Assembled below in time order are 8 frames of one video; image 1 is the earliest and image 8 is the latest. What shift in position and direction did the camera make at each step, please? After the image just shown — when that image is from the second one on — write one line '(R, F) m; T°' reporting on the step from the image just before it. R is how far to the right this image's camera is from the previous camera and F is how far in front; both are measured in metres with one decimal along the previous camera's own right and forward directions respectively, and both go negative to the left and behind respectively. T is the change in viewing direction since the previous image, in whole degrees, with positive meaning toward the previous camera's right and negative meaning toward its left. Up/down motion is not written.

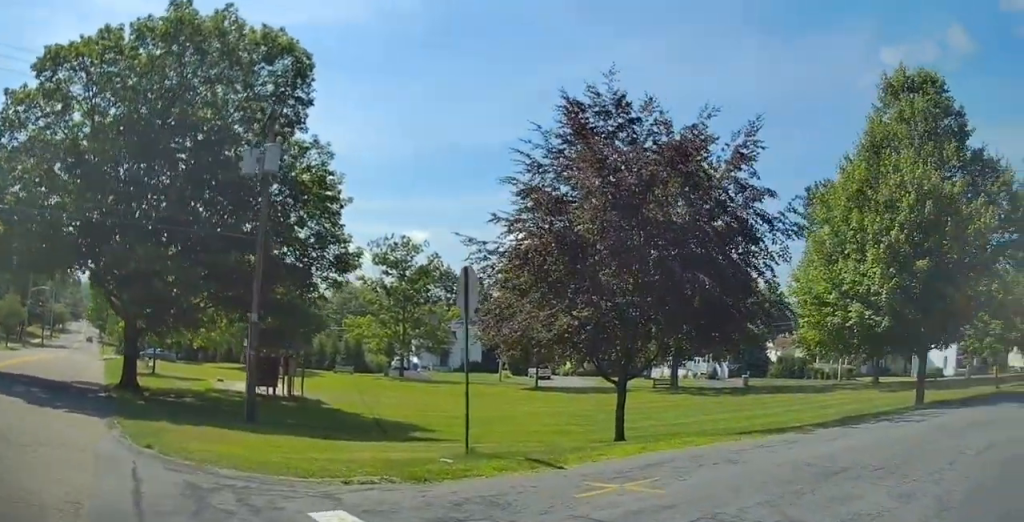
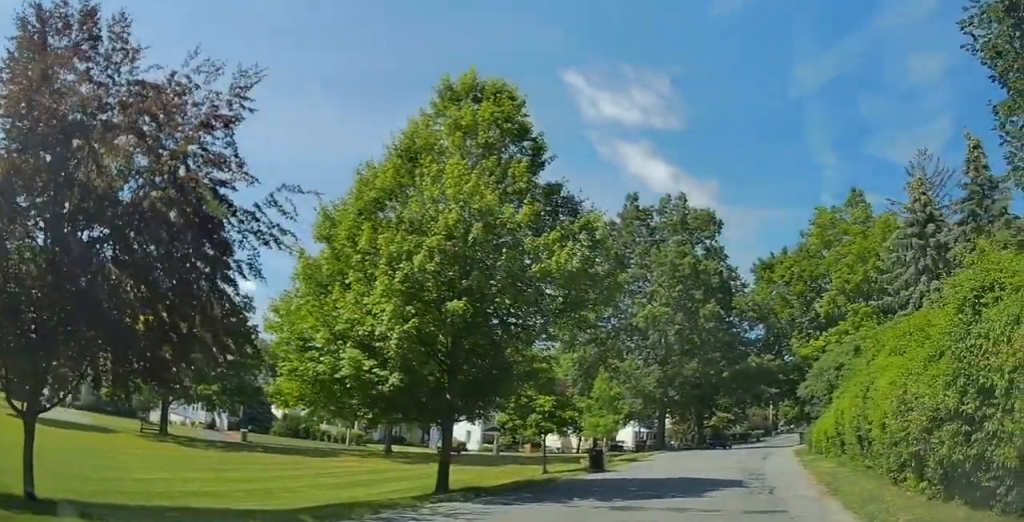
(+1.3, +8.0) m; +38°
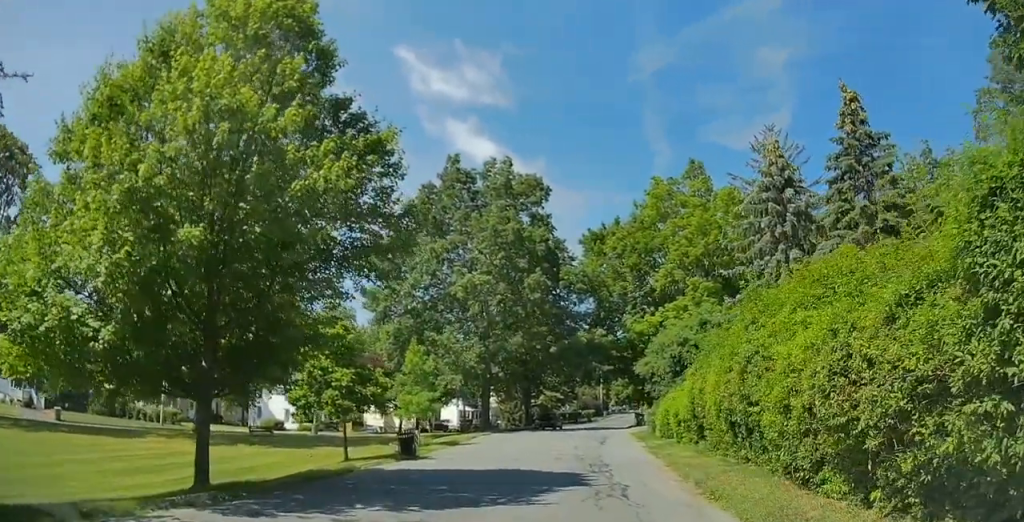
(+1.9, +4.8) m; +14°
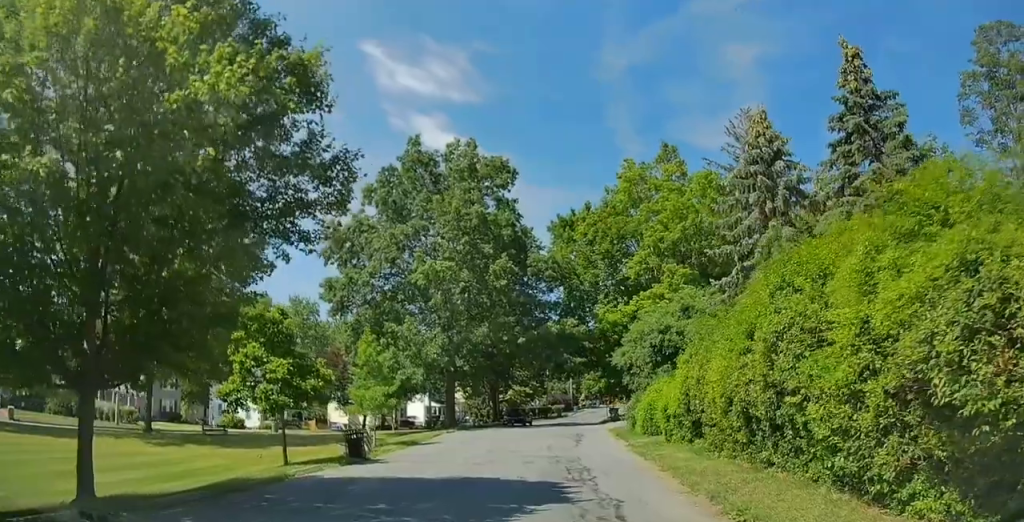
(+1.7, +3.8) m; +5°
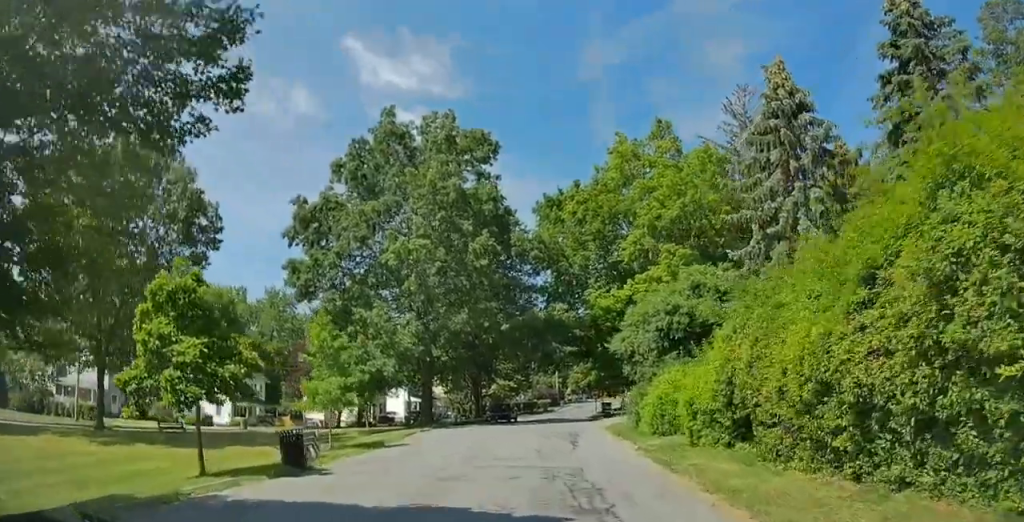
(-1.4, +5.5) m; -4°
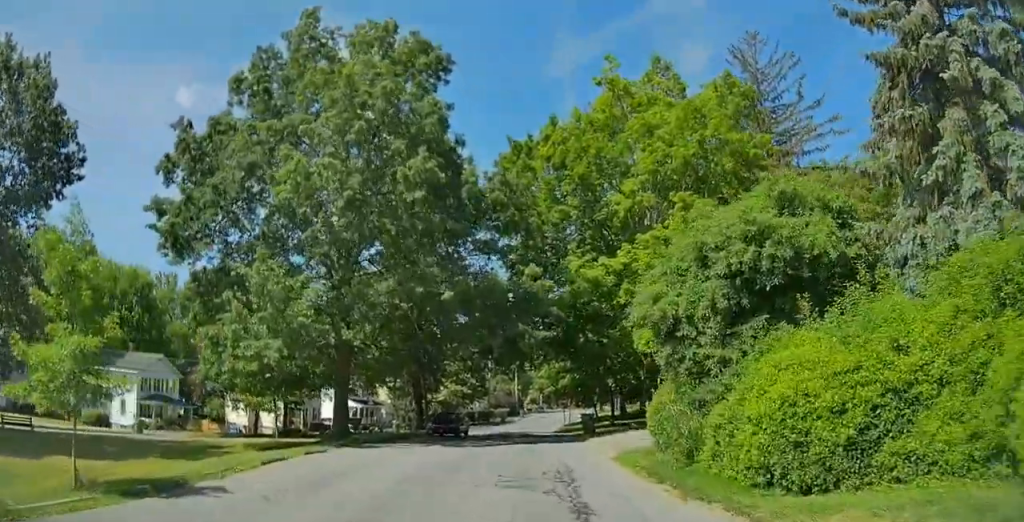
(0.0, +13.4) m; -1°
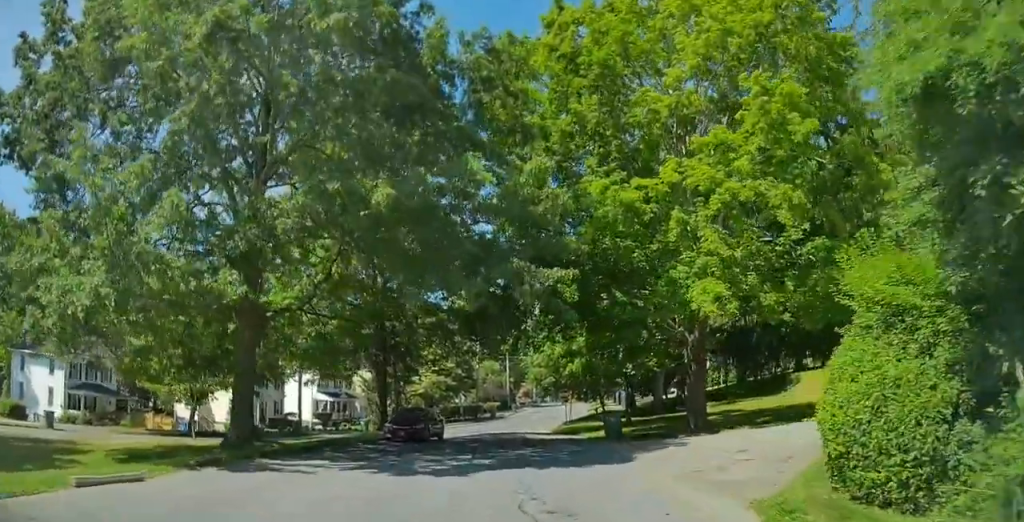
(-1.1, +10.8) m; -5°
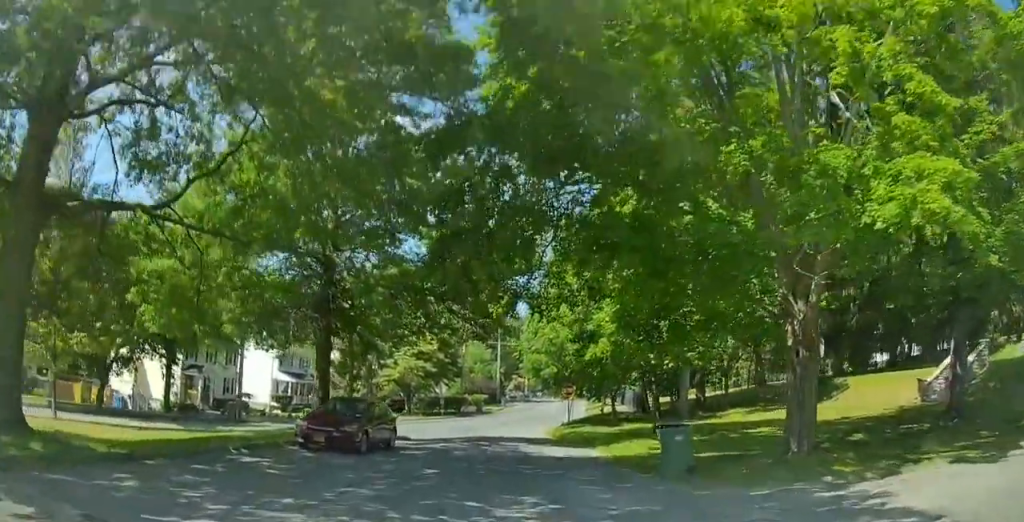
(0.0, +9.4) m; -1°
